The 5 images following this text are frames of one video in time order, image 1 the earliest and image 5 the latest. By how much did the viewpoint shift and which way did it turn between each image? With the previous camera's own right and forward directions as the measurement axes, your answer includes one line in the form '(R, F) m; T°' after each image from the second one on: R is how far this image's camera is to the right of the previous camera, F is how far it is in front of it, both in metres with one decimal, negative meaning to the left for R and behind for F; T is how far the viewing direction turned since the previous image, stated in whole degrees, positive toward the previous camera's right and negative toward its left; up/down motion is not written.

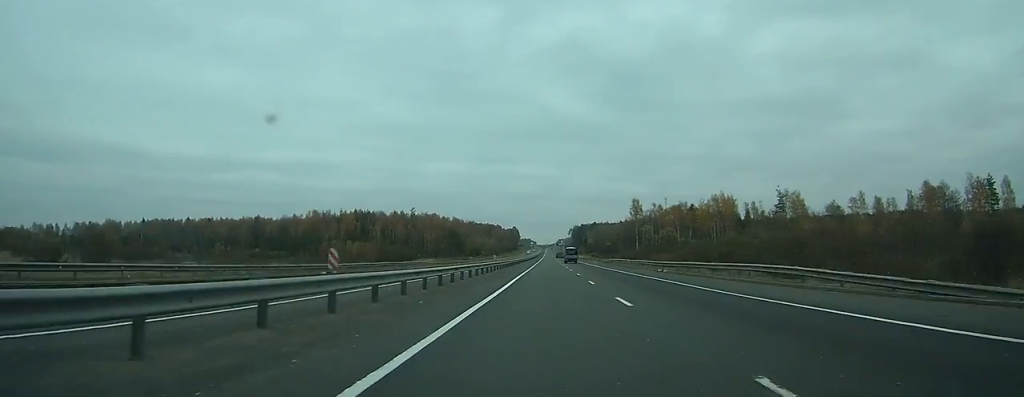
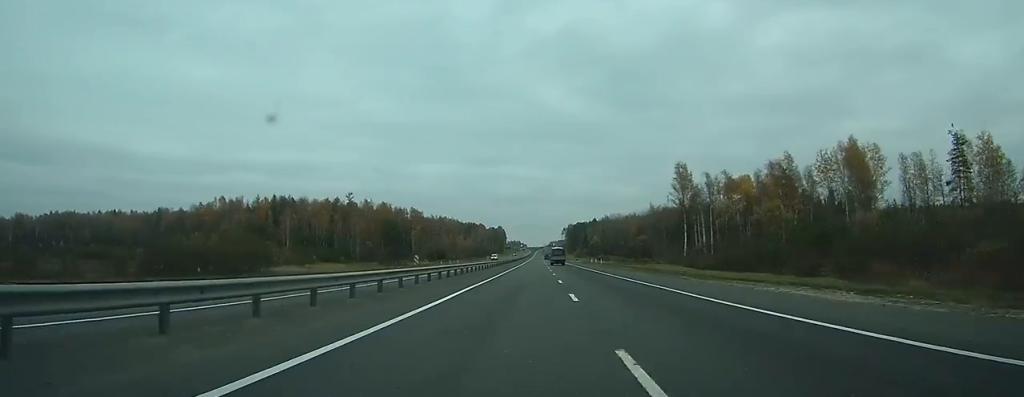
(+0.7, +88.2) m; 0°
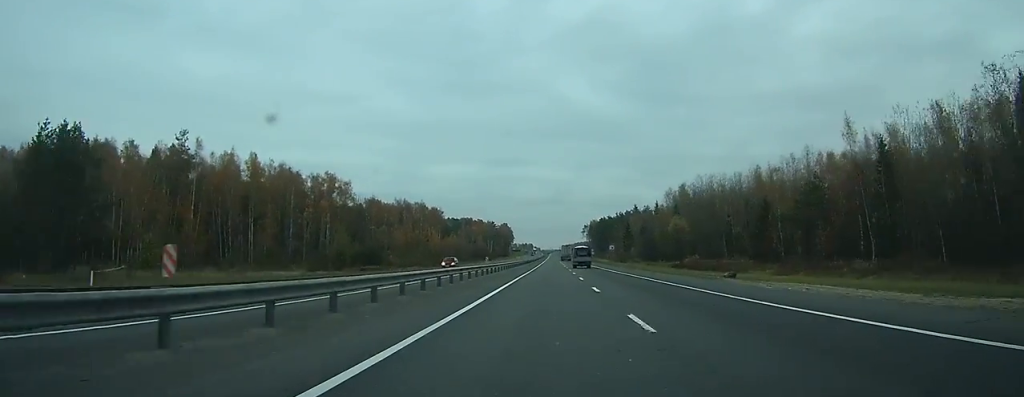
(-1.5, +137.4) m; -1°
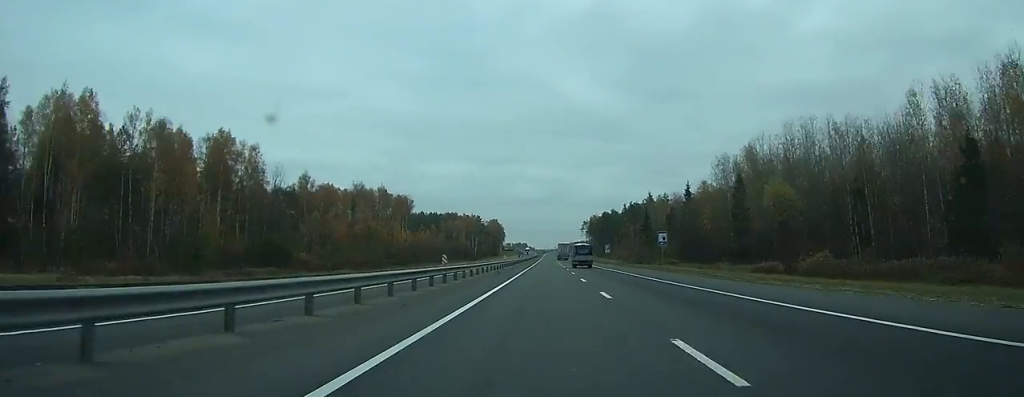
(0.0, +53.9) m; 0°
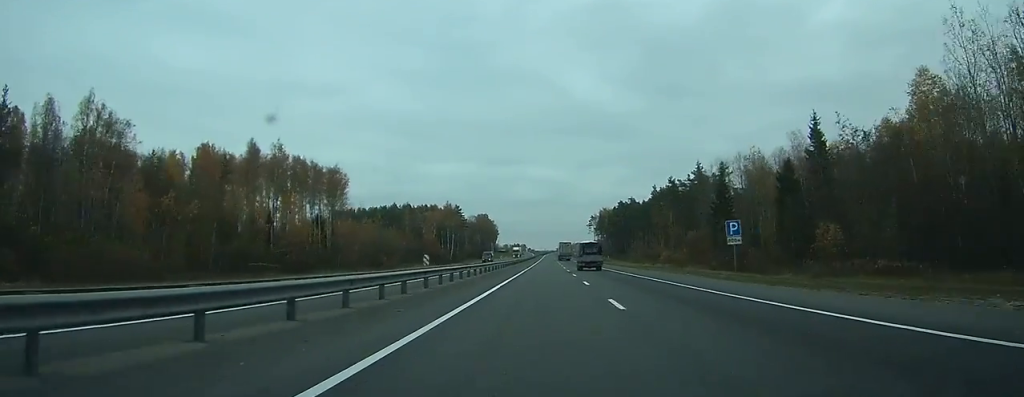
(+0.1, +76.8) m; 0°
